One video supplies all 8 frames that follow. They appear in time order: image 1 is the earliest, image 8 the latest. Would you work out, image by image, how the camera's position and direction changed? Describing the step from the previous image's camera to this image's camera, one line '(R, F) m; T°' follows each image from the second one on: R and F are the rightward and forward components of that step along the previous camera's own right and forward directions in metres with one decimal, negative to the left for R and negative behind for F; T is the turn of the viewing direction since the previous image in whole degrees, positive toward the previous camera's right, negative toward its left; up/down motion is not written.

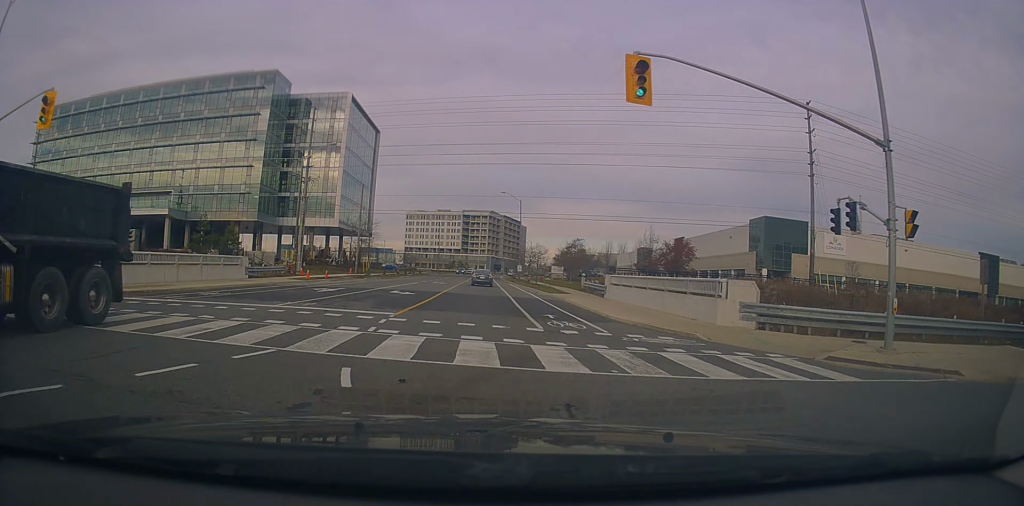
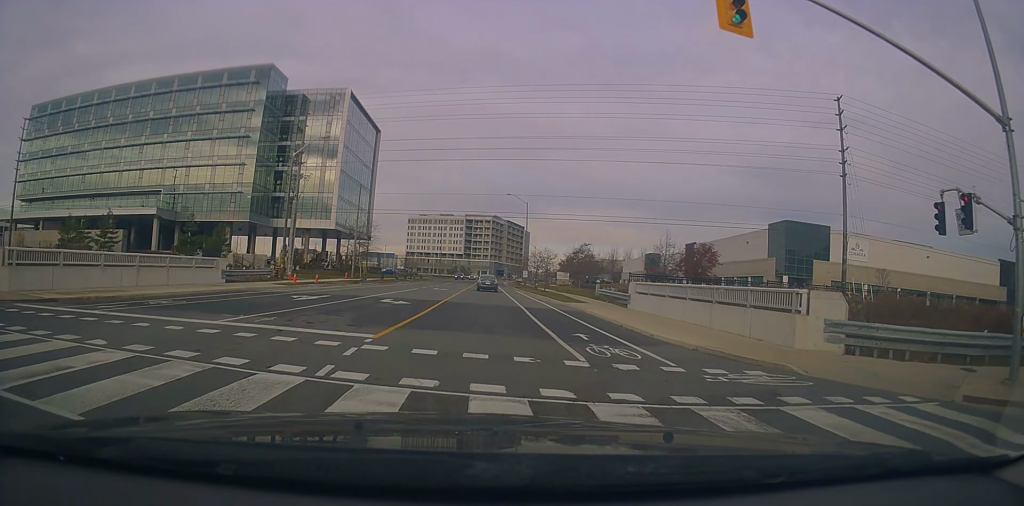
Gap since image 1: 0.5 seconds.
(-0.4, +3.9) m; 0°
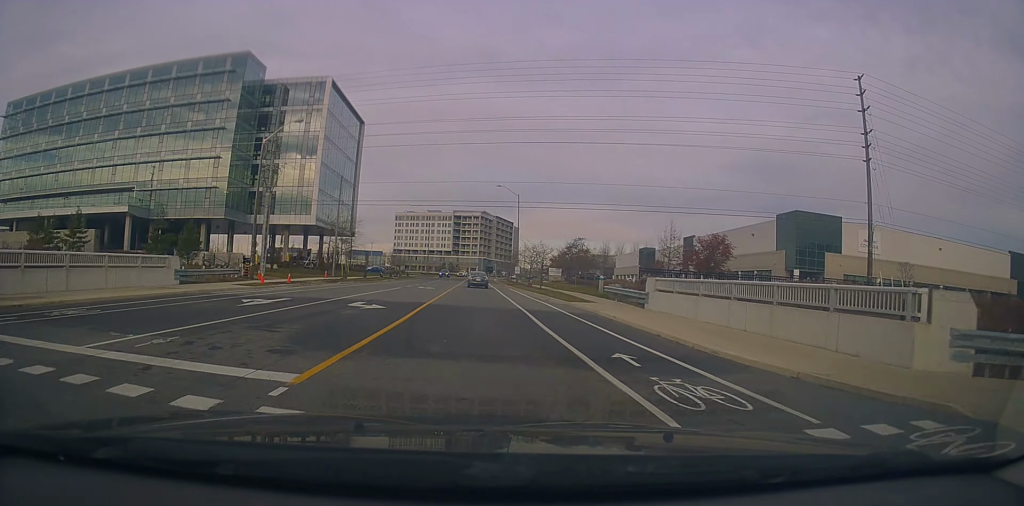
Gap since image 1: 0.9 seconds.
(+0.1, +4.3) m; 0°
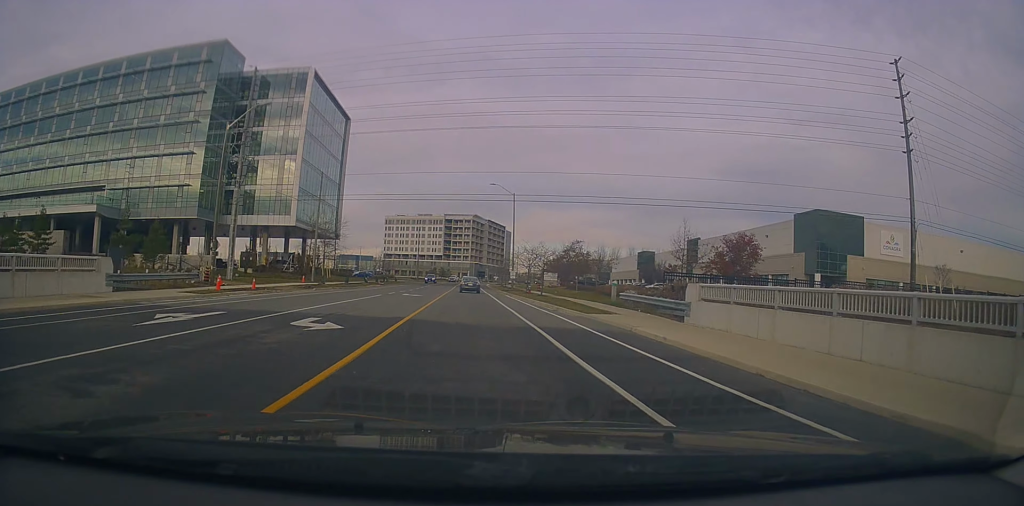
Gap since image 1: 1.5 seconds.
(+0.5, +5.1) m; 0°
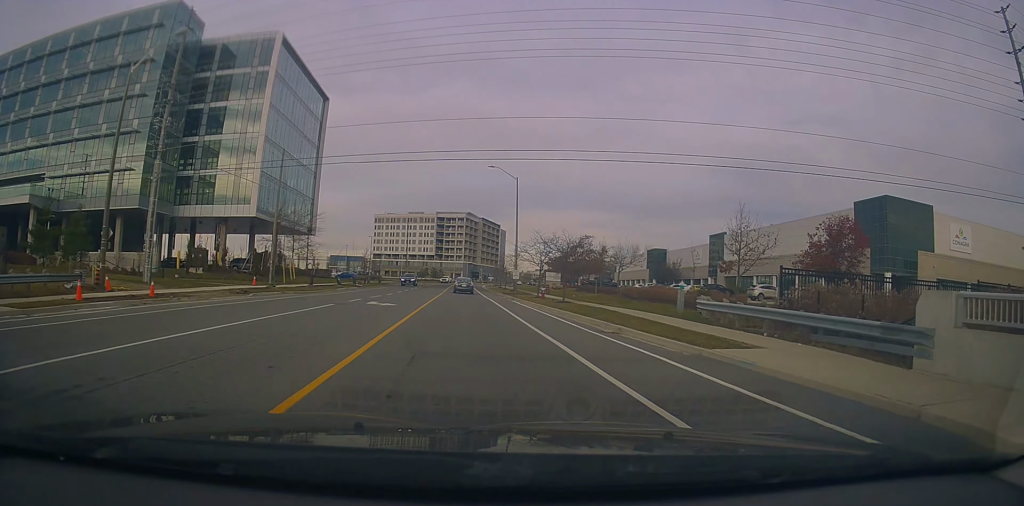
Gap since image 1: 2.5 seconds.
(-0.6, +11.0) m; -1°
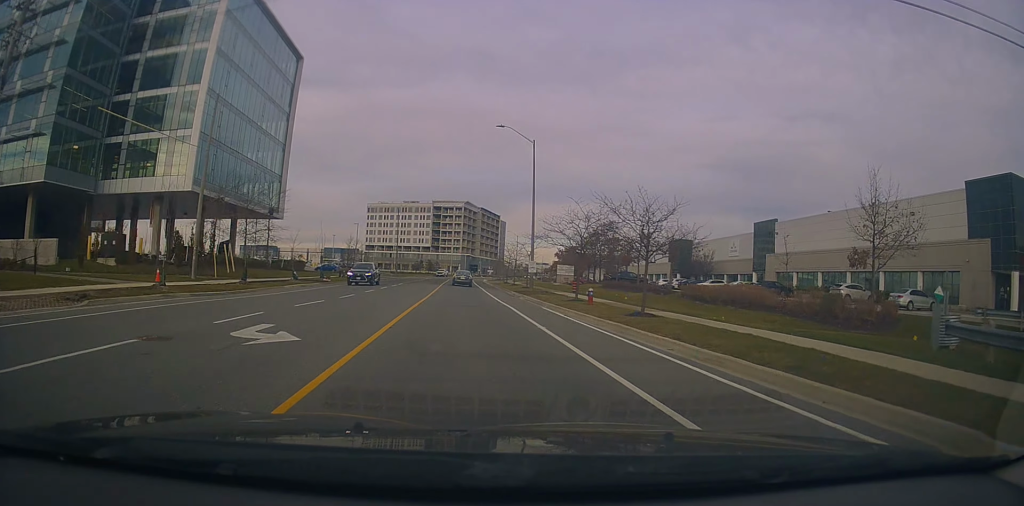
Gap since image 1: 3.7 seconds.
(+0.5, +14.3) m; +3°
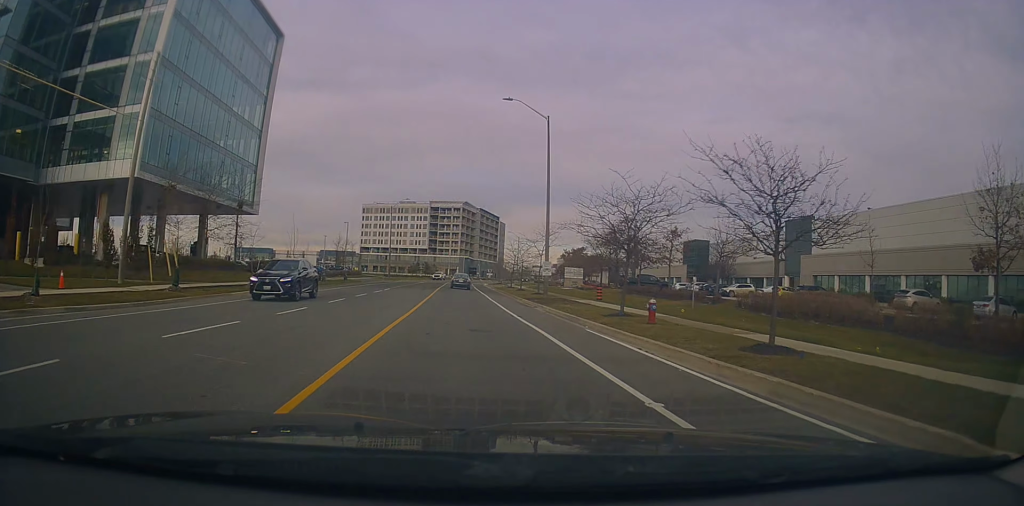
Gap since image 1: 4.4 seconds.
(0.0, +8.2) m; -1°
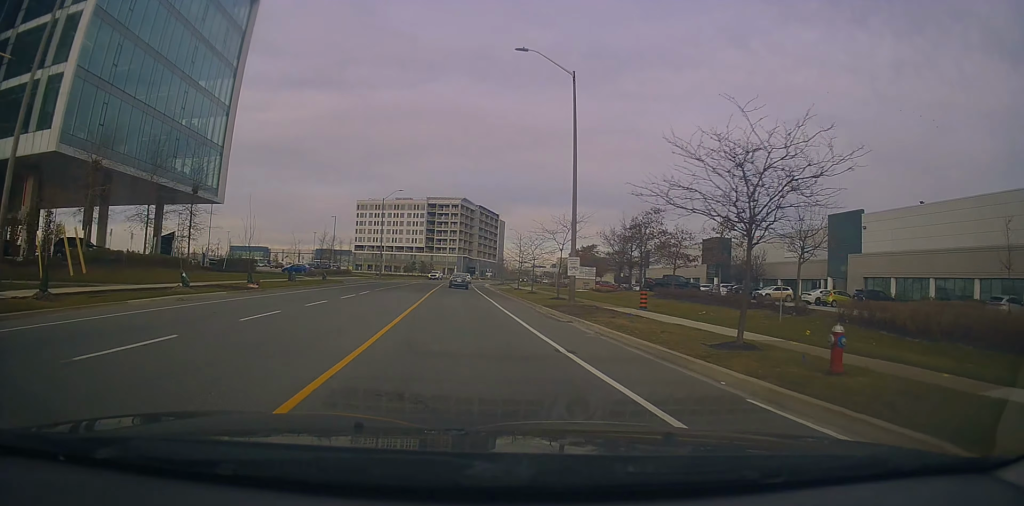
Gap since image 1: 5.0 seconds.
(-0.1, +8.8) m; -1°
